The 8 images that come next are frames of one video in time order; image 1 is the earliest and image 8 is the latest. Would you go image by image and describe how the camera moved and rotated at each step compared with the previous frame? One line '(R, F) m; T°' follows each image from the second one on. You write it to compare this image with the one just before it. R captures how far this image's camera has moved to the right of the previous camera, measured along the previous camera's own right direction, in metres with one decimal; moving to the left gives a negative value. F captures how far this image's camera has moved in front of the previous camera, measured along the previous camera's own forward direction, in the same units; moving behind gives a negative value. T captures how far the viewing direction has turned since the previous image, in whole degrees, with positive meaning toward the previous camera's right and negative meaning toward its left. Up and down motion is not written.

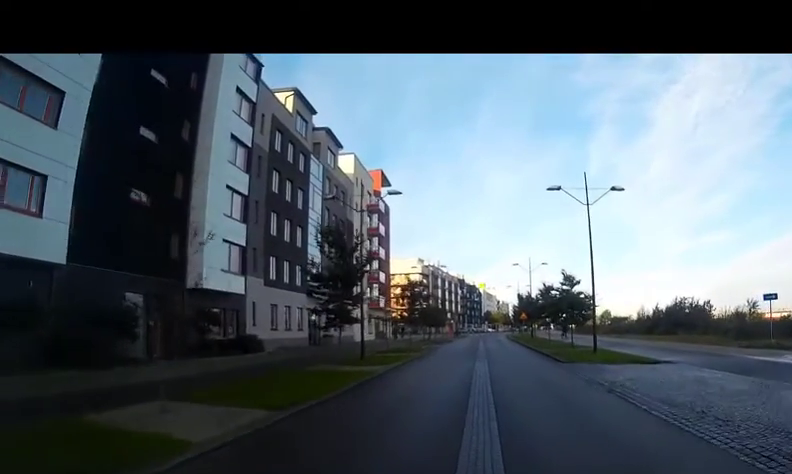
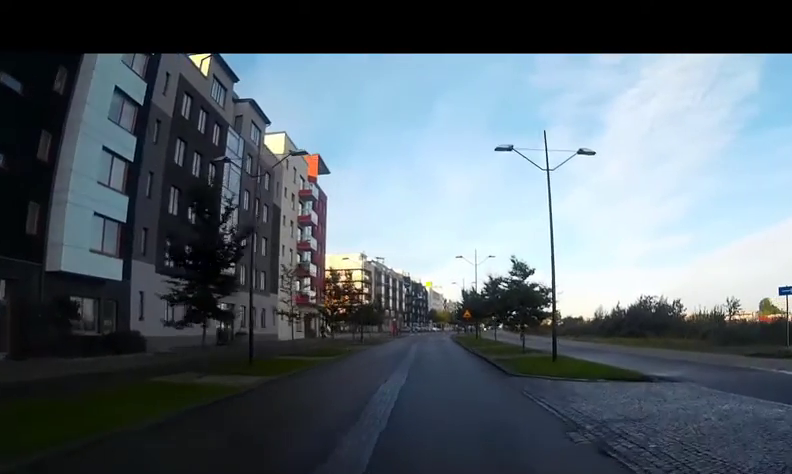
(-0.4, +6.4) m; +3°
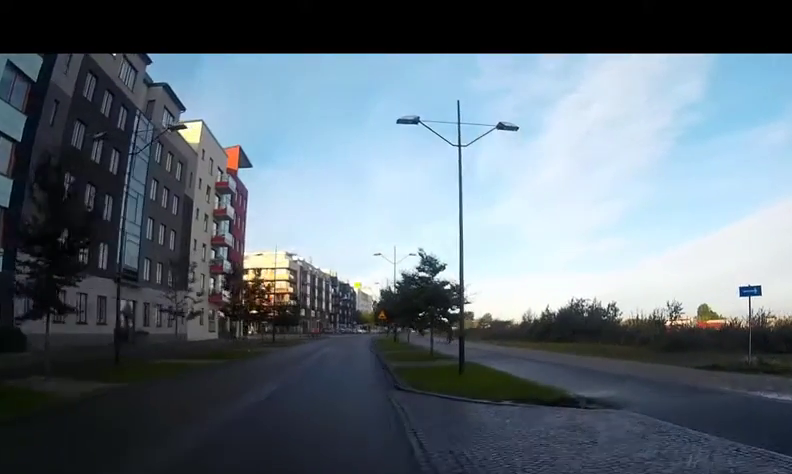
(+0.1, +3.2) m; +11°
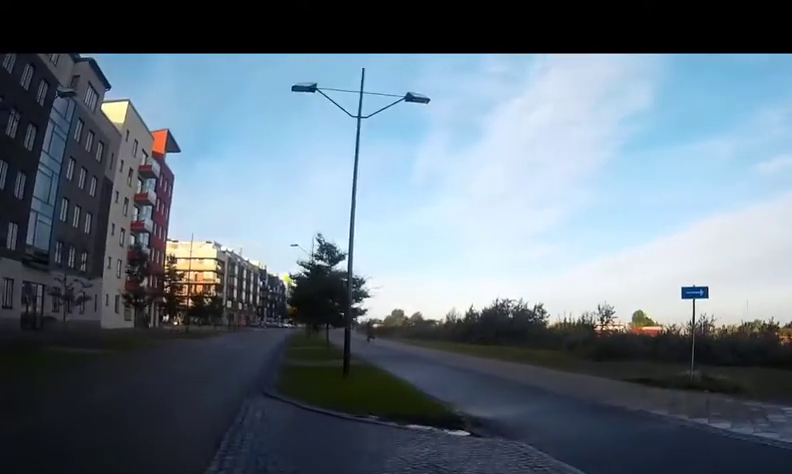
(+0.1, +2.3) m; +13°
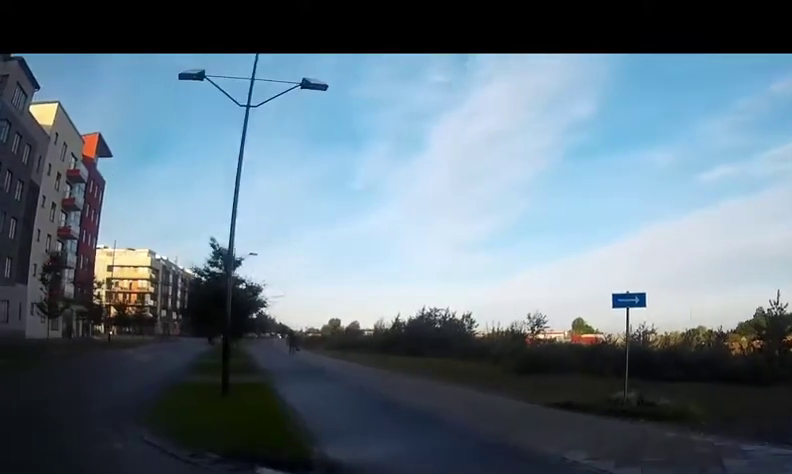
(+0.2, +1.9) m; +12°
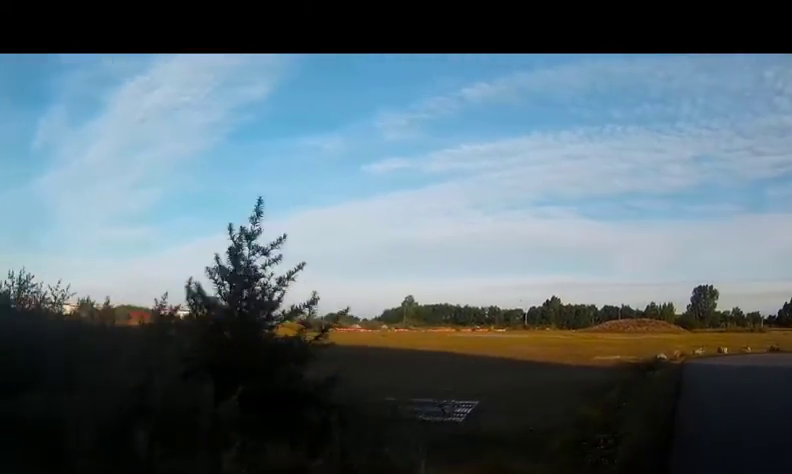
(+5.9, +8.8) m; +62°
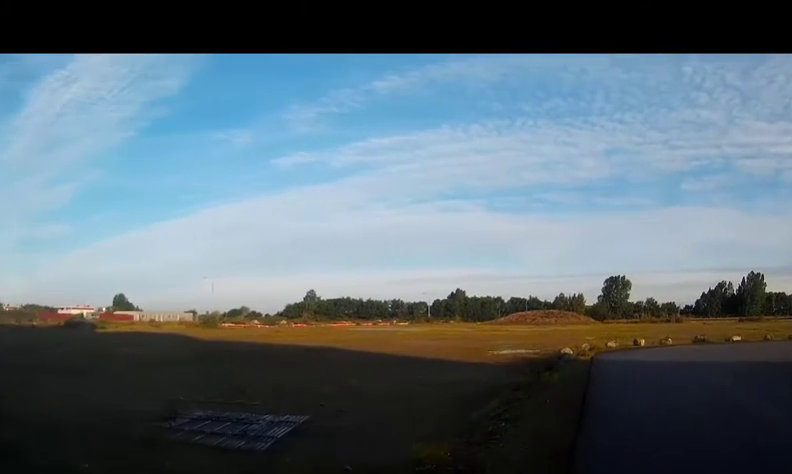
(+0.4, +4.5) m; +6°
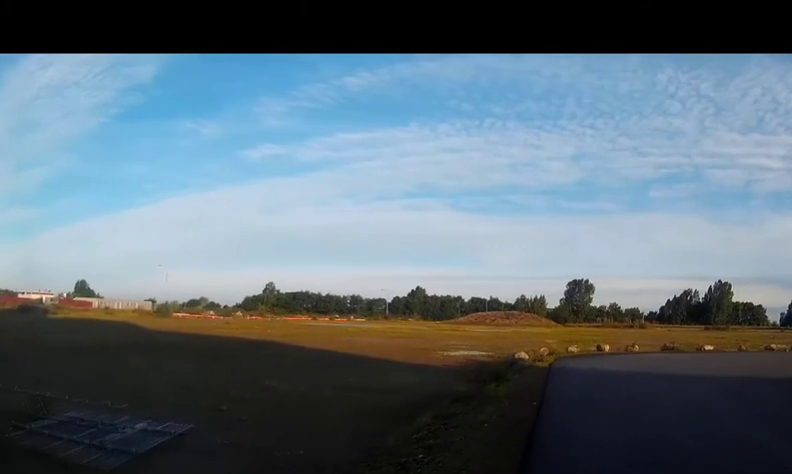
(+0.1, +3.1) m; +2°
